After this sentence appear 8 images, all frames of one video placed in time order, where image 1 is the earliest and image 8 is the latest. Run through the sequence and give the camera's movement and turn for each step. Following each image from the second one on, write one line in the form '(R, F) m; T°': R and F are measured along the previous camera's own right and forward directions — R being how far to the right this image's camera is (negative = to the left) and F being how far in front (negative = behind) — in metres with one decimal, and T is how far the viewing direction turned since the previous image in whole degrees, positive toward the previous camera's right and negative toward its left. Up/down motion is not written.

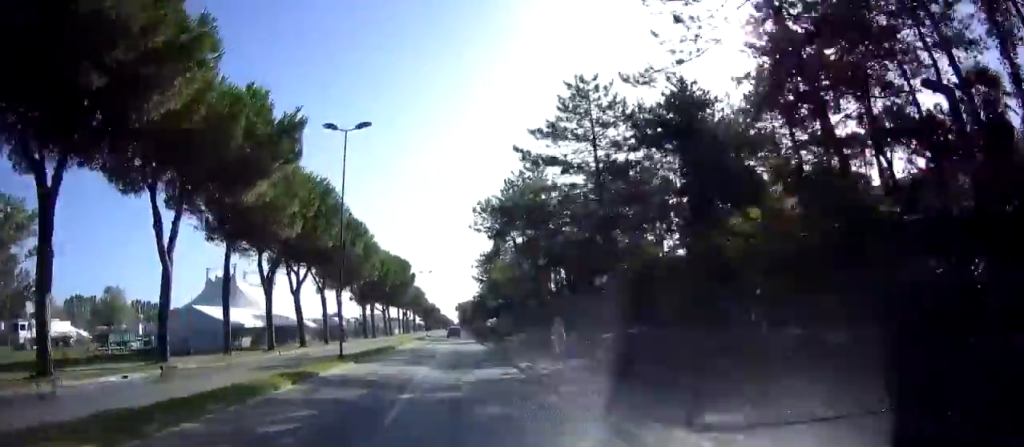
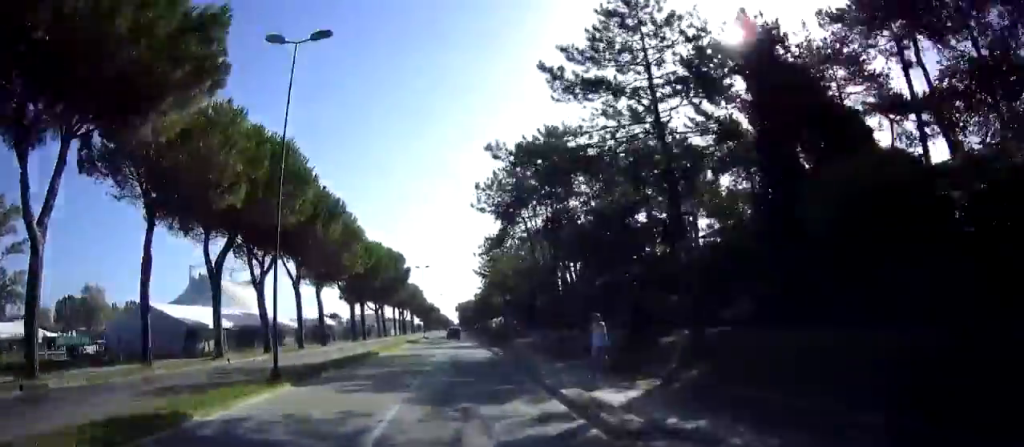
(-0.1, +7.5) m; 0°
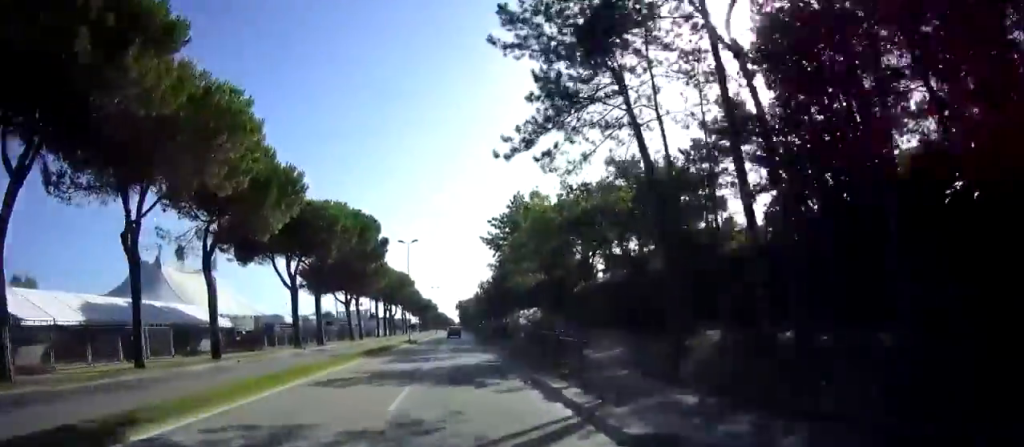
(-0.4, +21.1) m; -1°
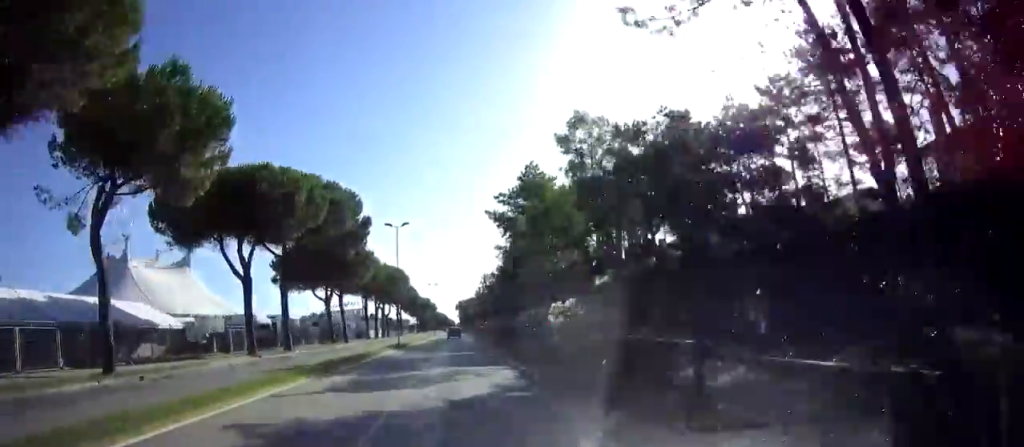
(+0.1, +8.8) m; 0°
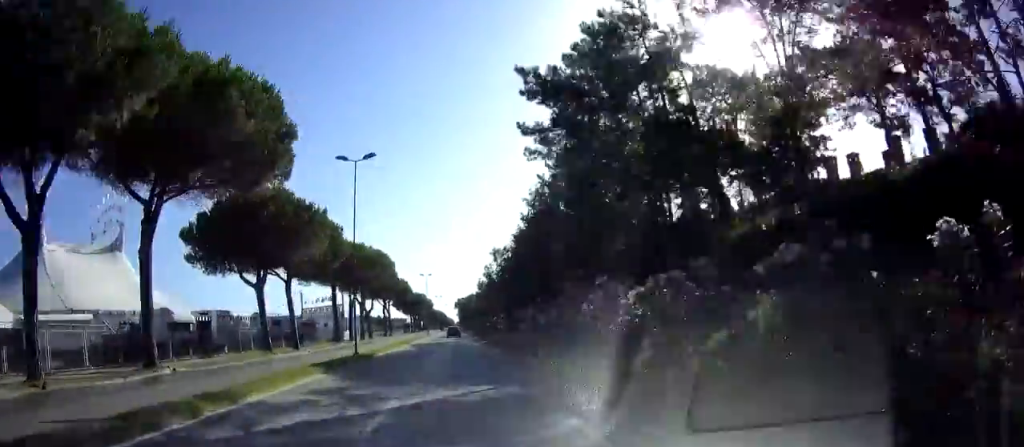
(-0.2, +17.9) m; 0°
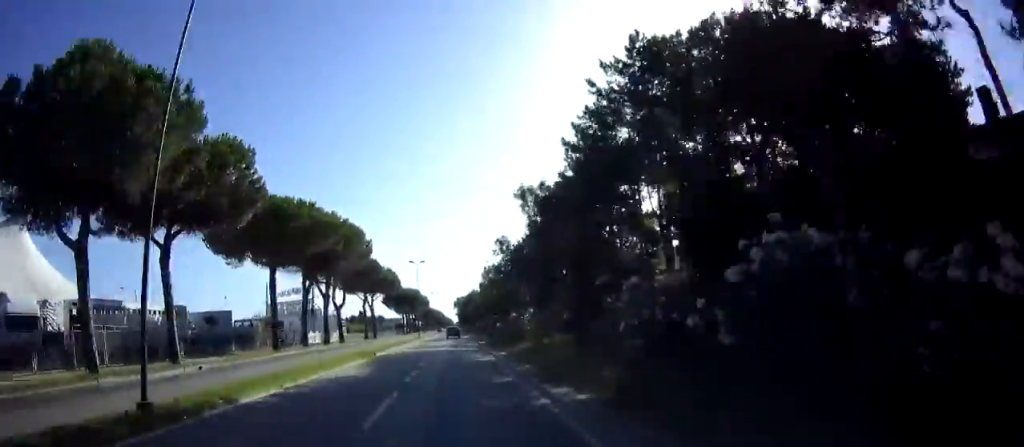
(+0.3, +17.4) m; -1°
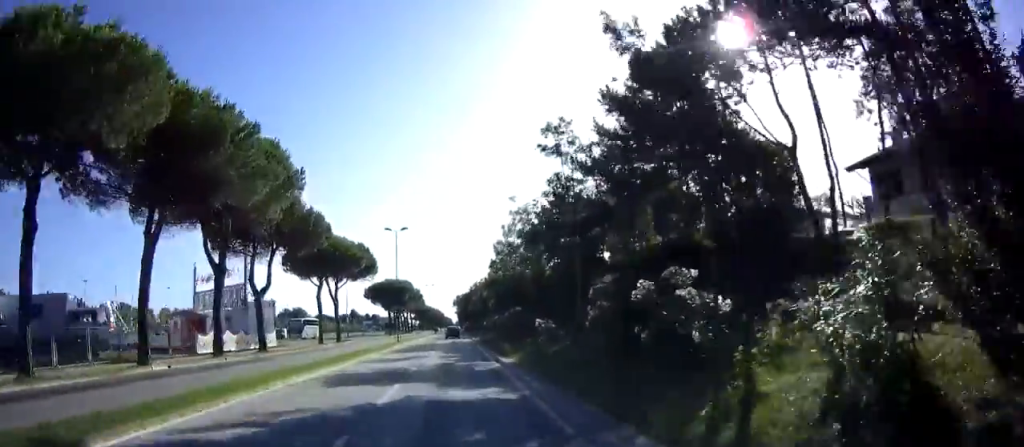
(-0.5, +22.4) m; 0°
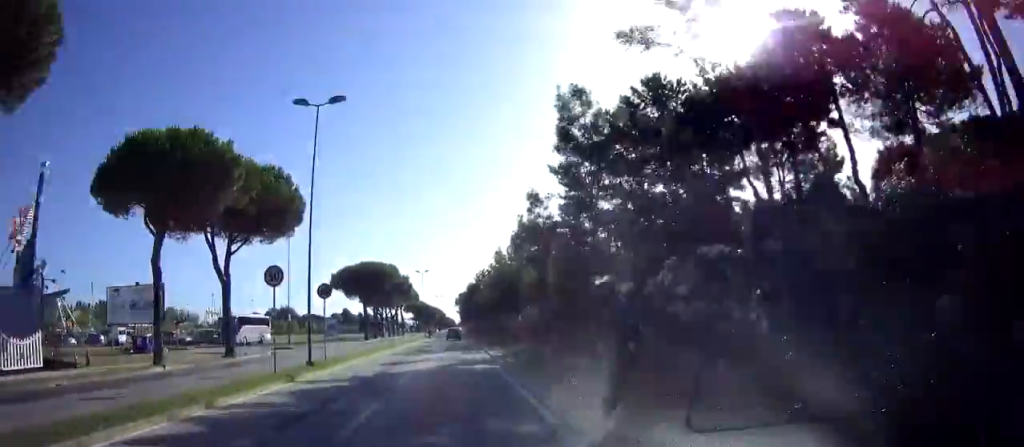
(+0.6, +27.3) m; 0°
